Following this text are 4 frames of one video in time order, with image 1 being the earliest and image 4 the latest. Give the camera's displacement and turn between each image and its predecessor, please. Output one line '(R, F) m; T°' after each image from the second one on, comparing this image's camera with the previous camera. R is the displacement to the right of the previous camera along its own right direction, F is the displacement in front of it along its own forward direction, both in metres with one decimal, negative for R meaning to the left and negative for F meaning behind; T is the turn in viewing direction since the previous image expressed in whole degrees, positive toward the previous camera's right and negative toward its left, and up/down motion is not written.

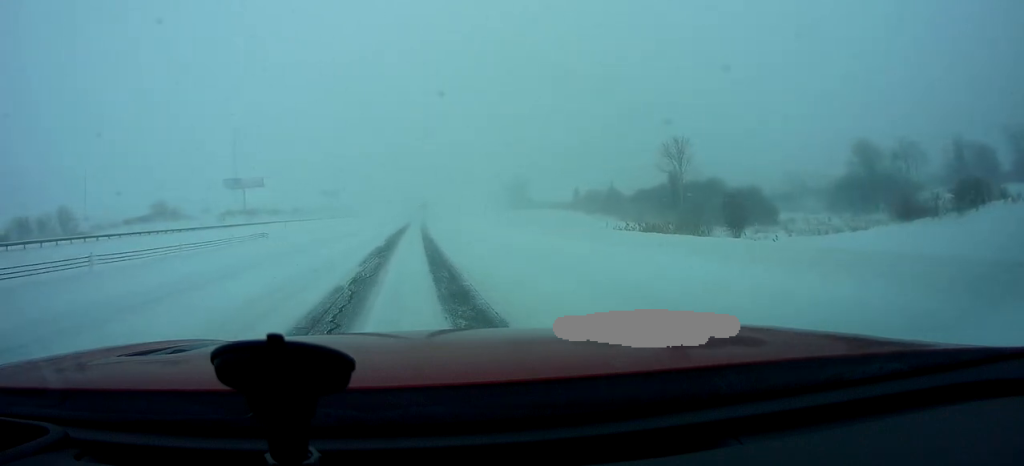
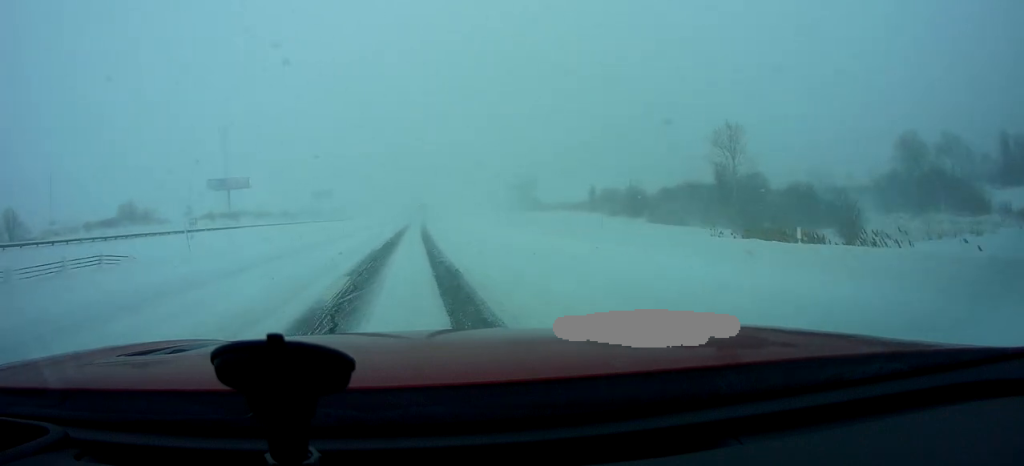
(0.0, +14.1) m; 0°
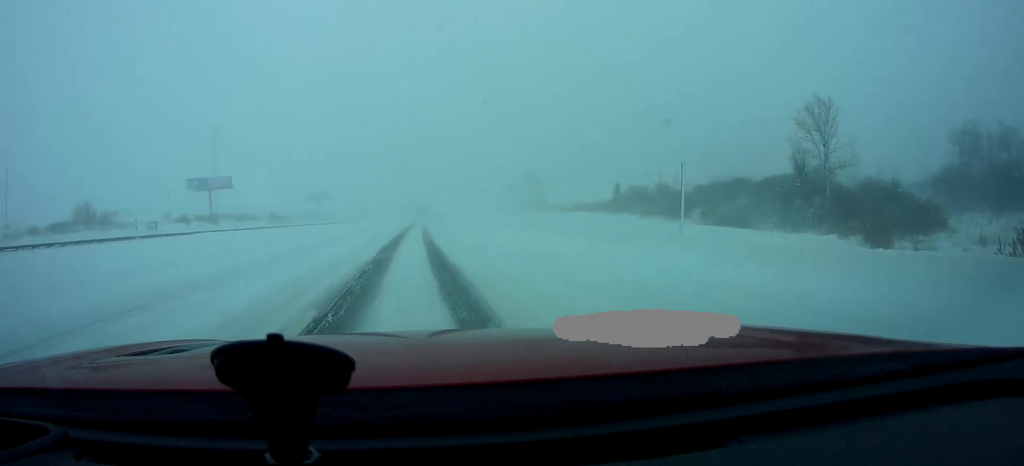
(0.0, +16.1) m; 0°
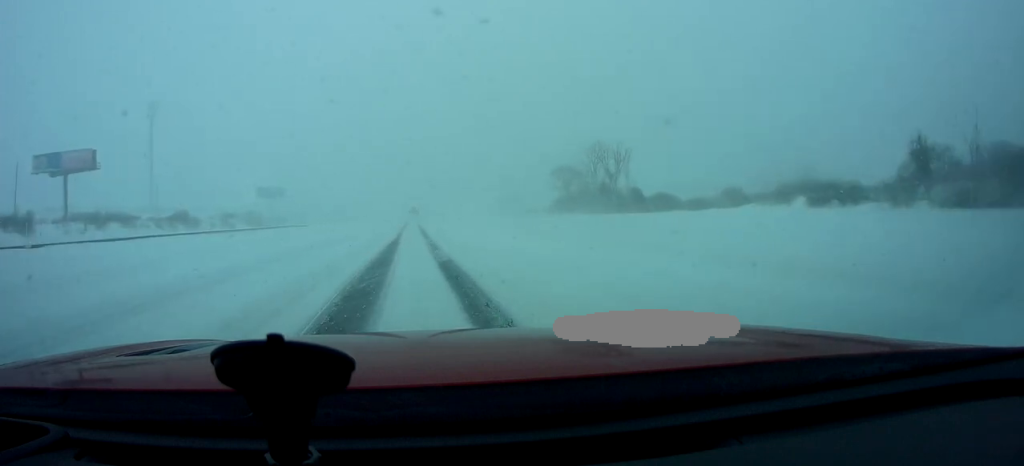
(+0.9, +73.2) m; +2°
